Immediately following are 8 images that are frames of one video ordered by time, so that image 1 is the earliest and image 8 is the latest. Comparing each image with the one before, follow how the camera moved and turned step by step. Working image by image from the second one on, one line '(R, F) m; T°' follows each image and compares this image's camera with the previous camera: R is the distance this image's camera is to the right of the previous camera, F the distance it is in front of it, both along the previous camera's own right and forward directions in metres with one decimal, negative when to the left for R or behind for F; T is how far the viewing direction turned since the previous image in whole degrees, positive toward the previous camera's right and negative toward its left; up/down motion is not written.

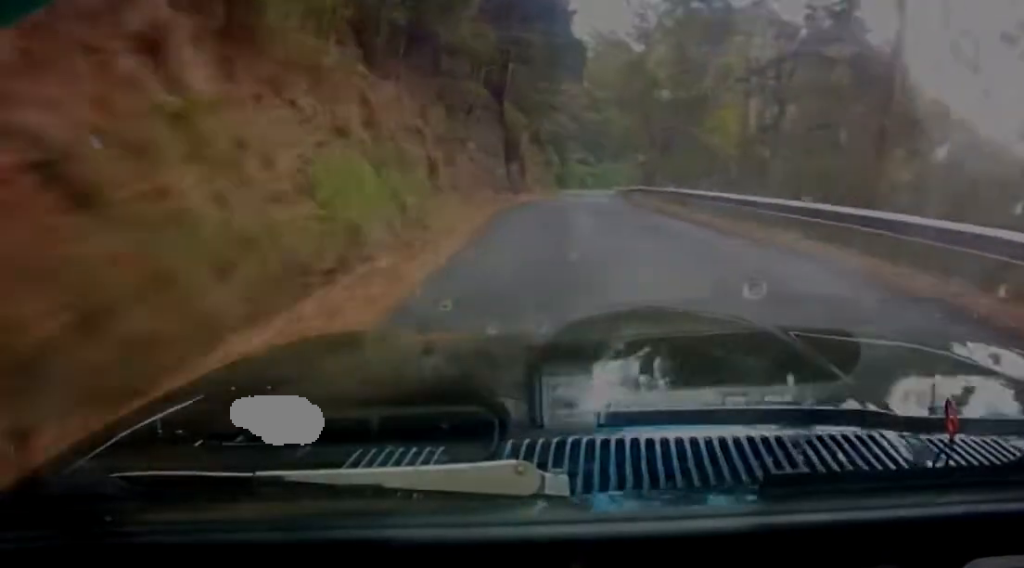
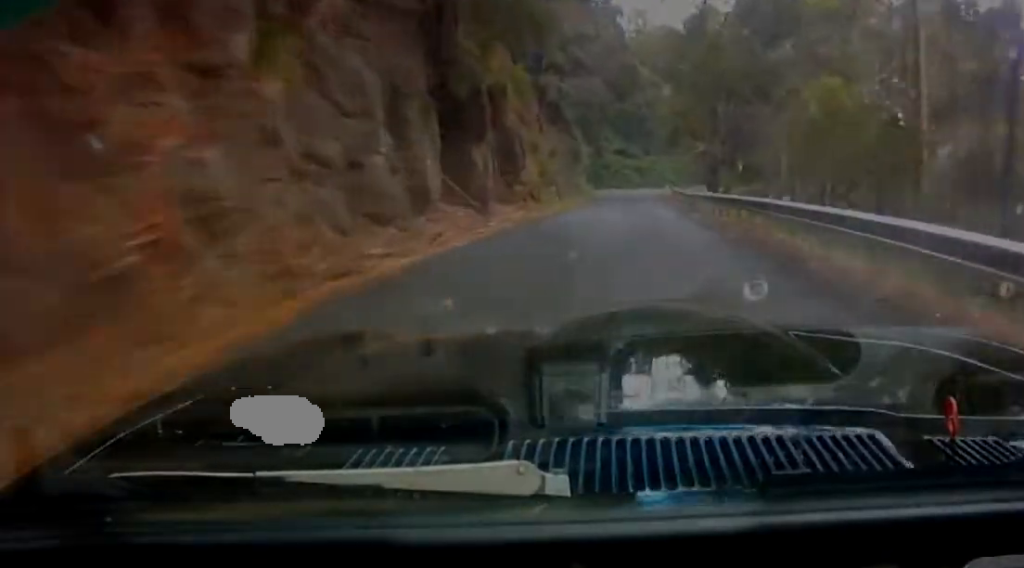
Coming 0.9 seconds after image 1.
(-2.6, +21.9) m; -14°
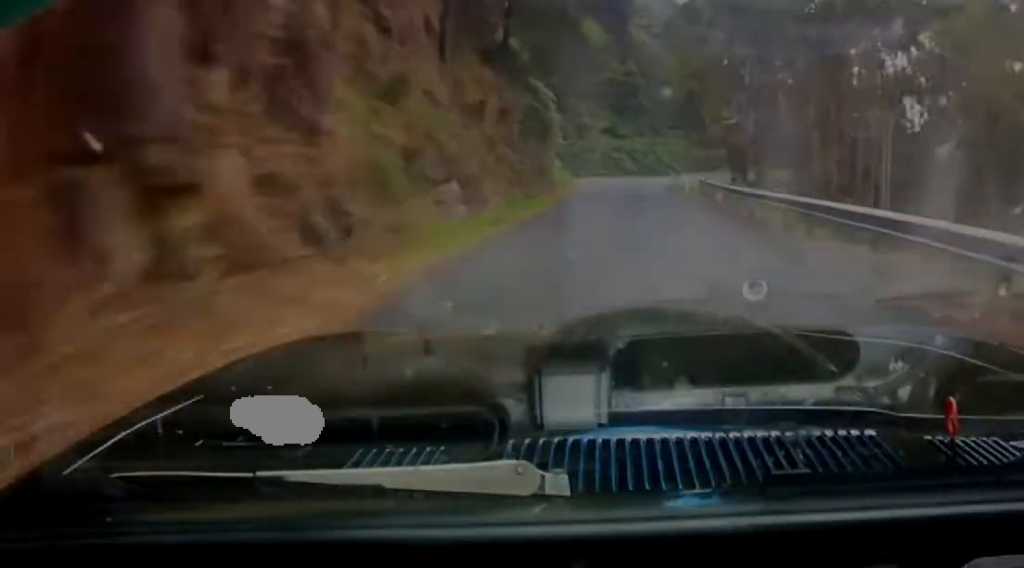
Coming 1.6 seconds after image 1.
(-2.0, +19.3) m; -9°
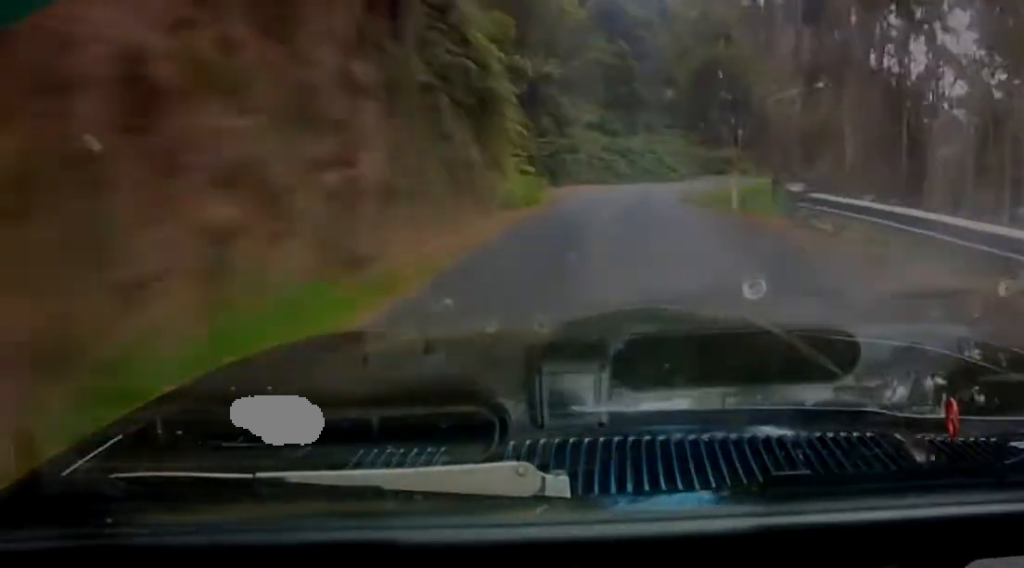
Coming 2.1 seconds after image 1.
(-1.1, +15.1) m; -2°
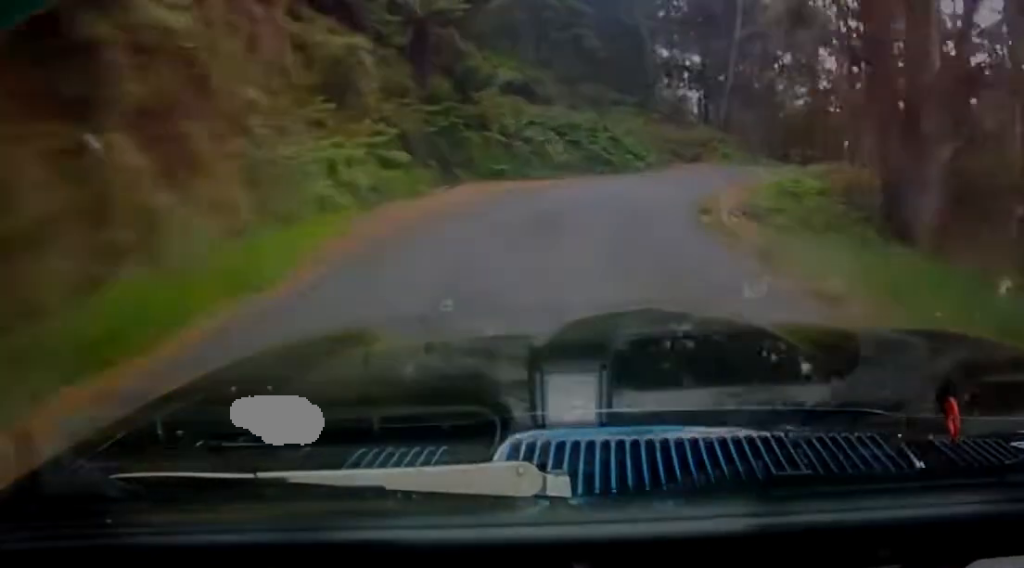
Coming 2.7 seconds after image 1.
(-1.1, +20.5) m; 0°
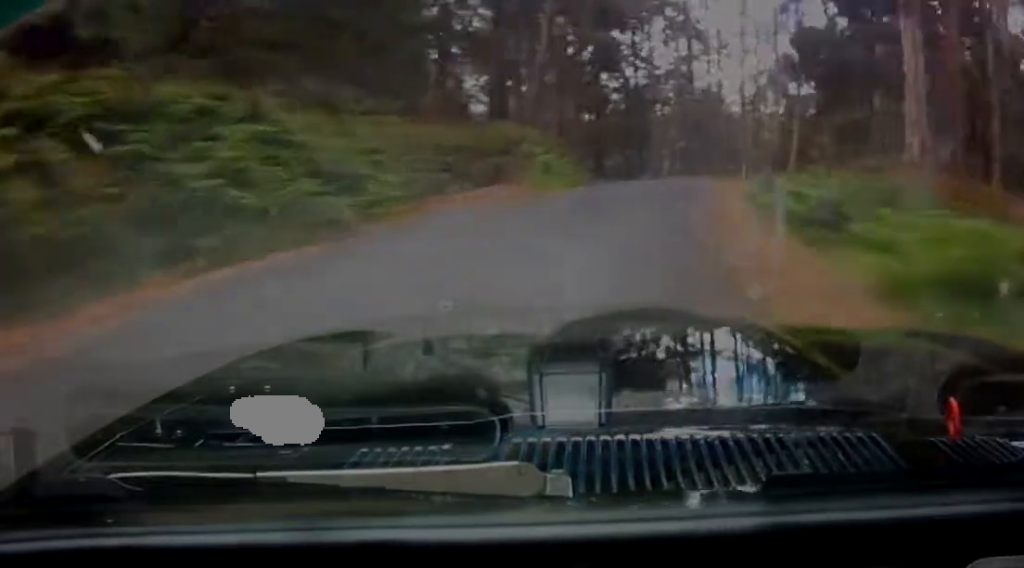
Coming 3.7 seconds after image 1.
(+1.3, +29.7) m; +4°
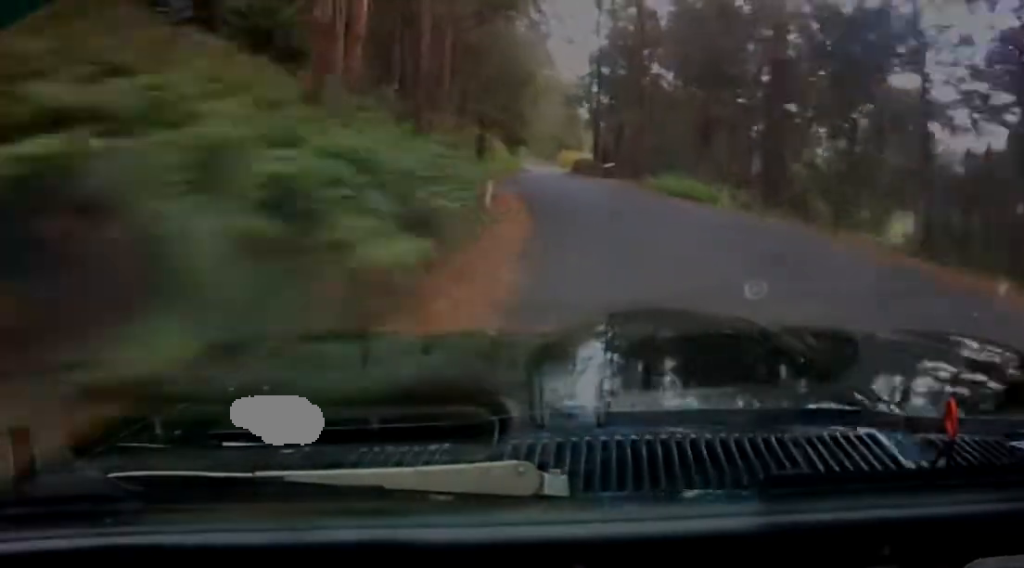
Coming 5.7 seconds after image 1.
(+4.5, +62.3) m; +8°
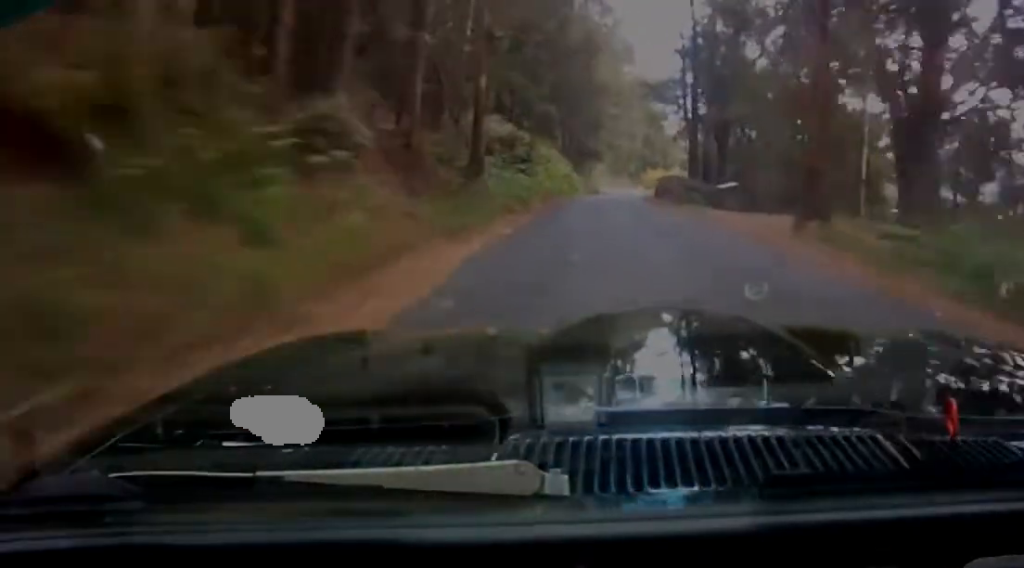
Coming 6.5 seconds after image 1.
(+0.7, +26.6) m; +2°
